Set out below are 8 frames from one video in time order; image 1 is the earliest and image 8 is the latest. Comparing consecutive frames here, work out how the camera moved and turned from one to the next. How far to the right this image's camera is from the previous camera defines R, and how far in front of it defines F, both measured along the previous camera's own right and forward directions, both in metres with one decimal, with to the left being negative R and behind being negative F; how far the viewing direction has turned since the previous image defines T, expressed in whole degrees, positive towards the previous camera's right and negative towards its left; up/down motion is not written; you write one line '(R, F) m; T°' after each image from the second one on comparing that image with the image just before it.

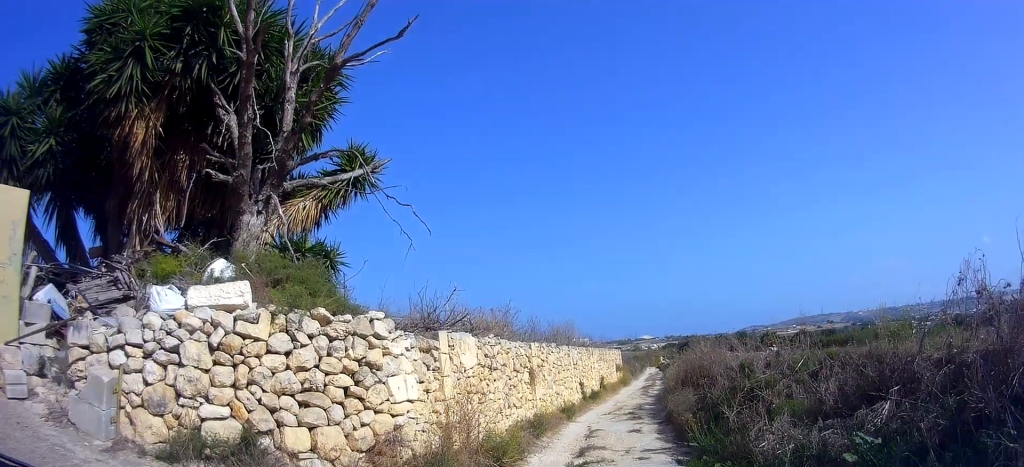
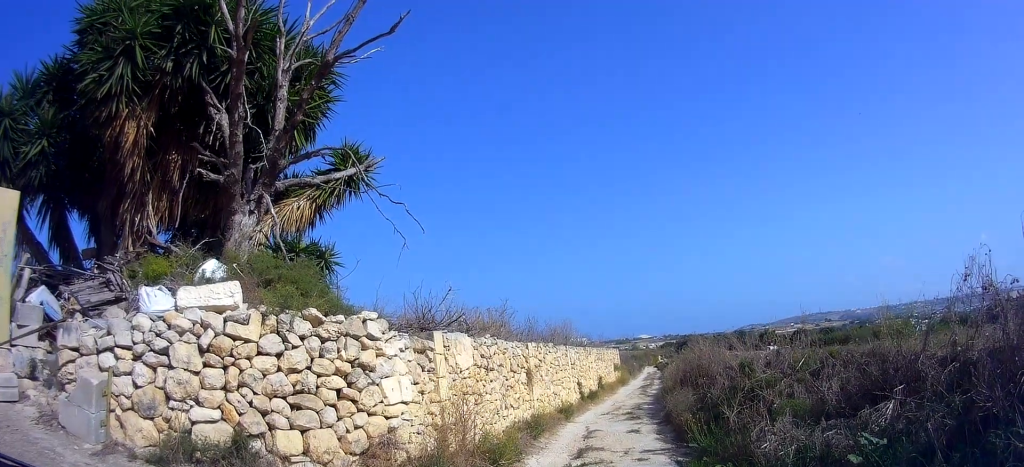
(0.0, +0.9) m; 0°
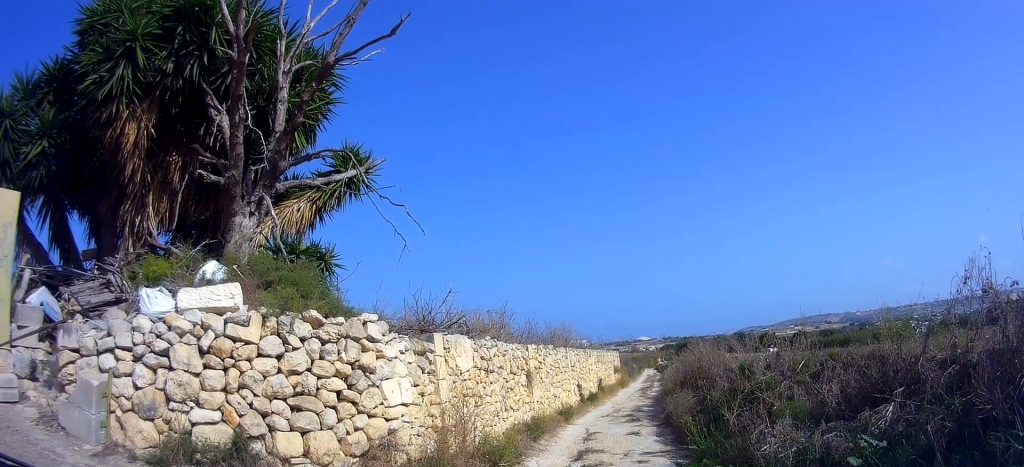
(0.0, +1.2) m; 0°
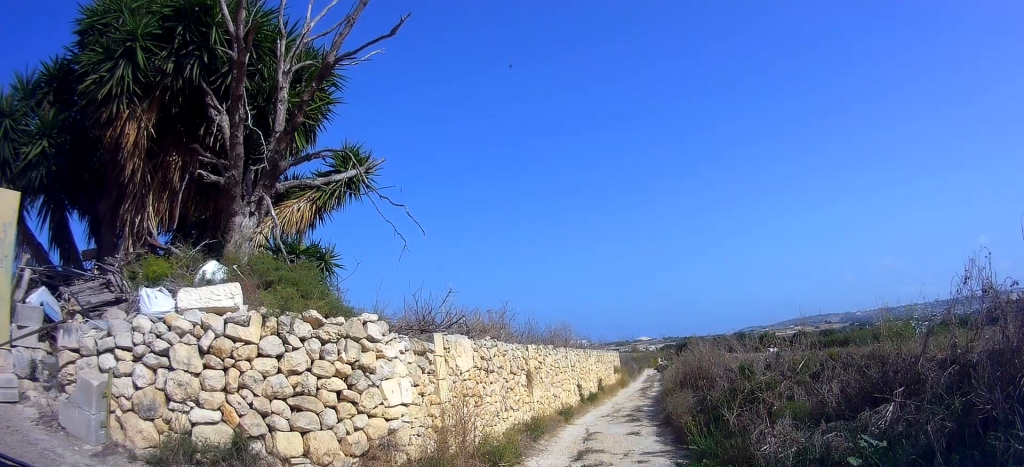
(0.0, +0.2) m; 0°
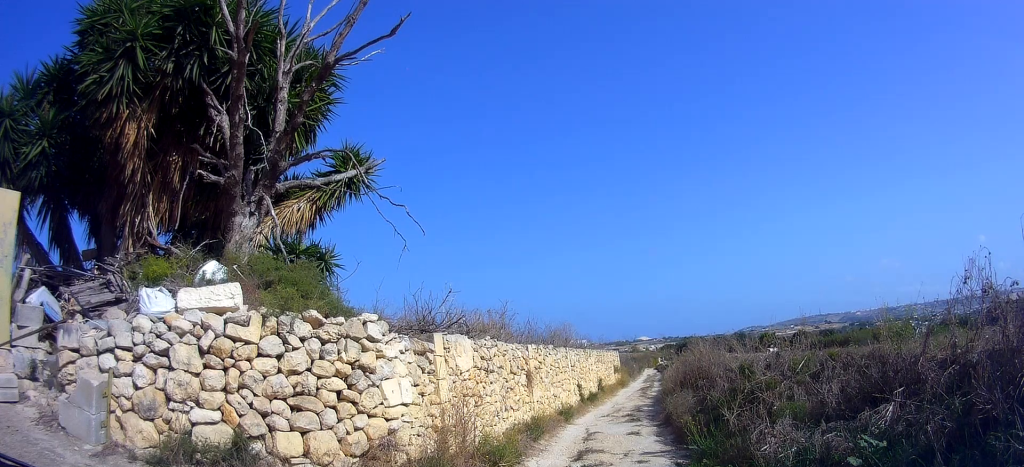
(0.0, 0.0) m; 0°
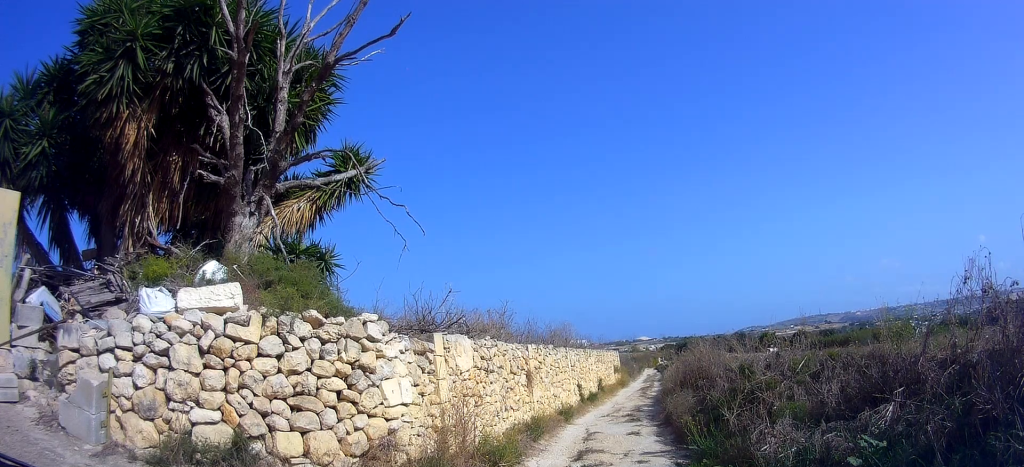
(0.0, 0.0) m; 0°
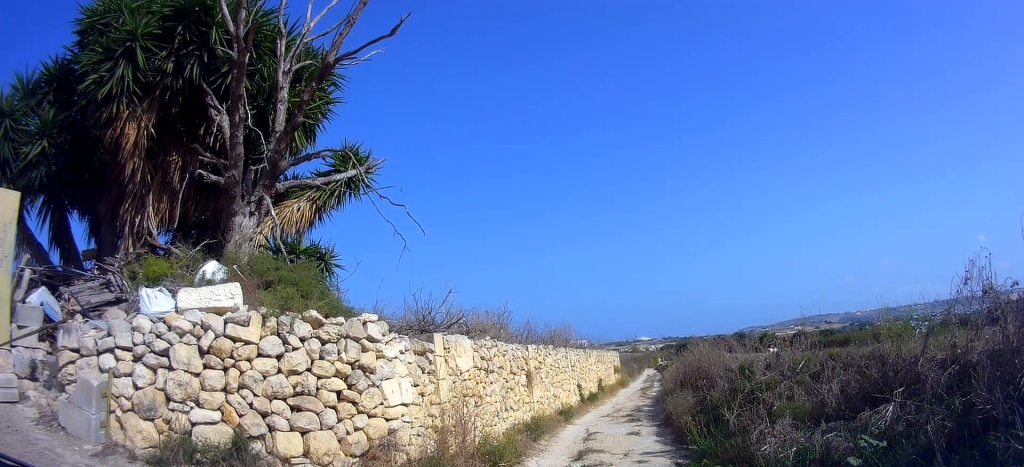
(0.0, 0.0) m; 0°
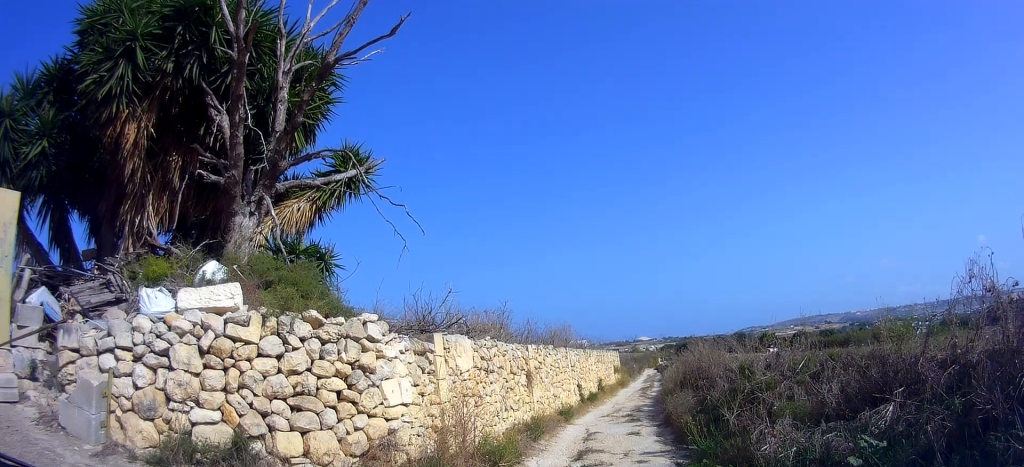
(0.0, 0.0) m; 0°
